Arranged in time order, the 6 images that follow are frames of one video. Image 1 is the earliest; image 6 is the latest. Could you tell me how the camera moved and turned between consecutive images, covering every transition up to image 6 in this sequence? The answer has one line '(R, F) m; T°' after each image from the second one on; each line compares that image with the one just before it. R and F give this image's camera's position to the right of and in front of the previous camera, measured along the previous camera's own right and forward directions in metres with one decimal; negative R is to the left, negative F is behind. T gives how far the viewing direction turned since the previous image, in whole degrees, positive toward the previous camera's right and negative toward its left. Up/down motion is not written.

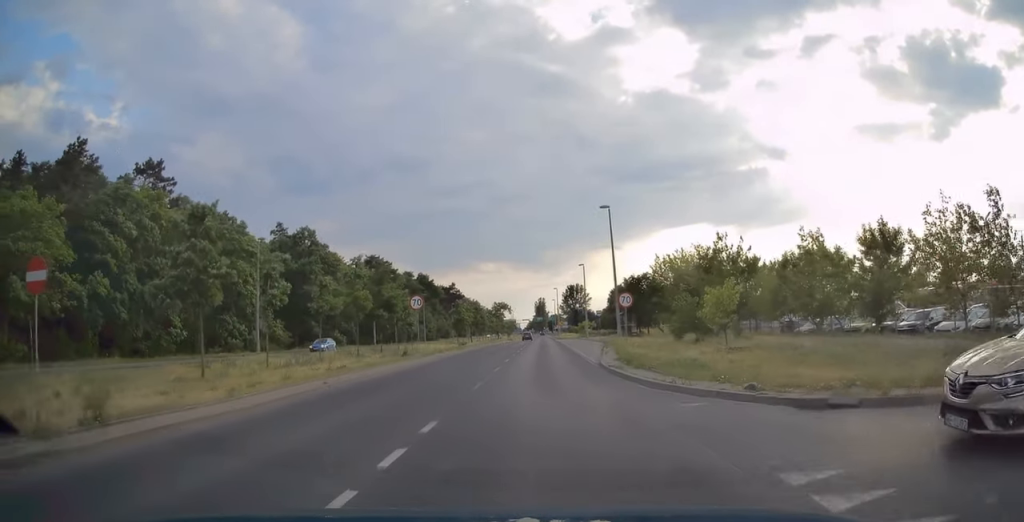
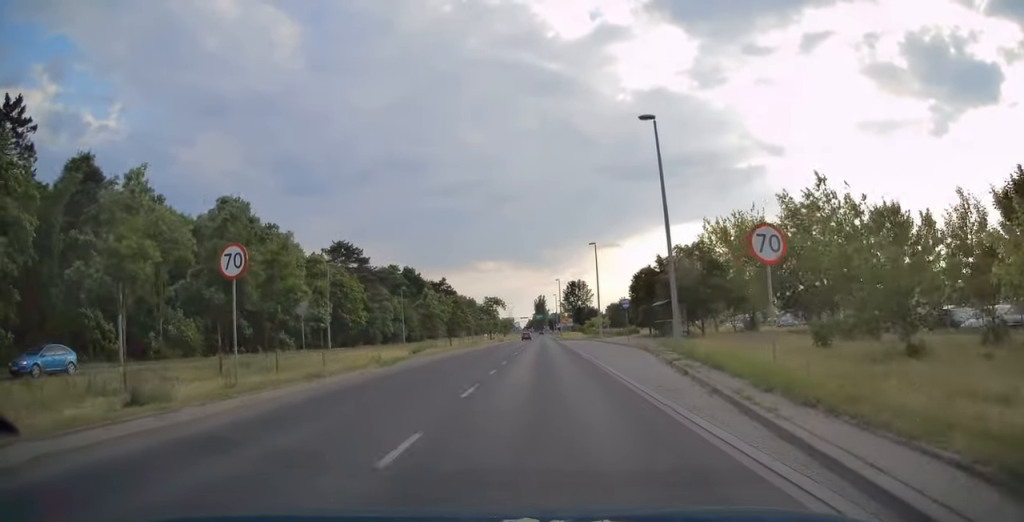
(+0.3, +19.8) m; 0°
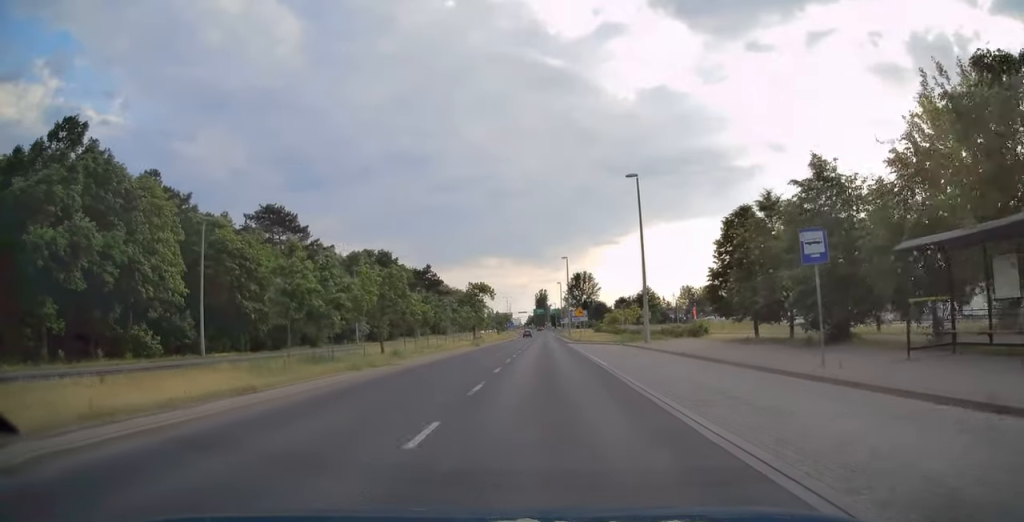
(+0.1, +28.5) m; 0°
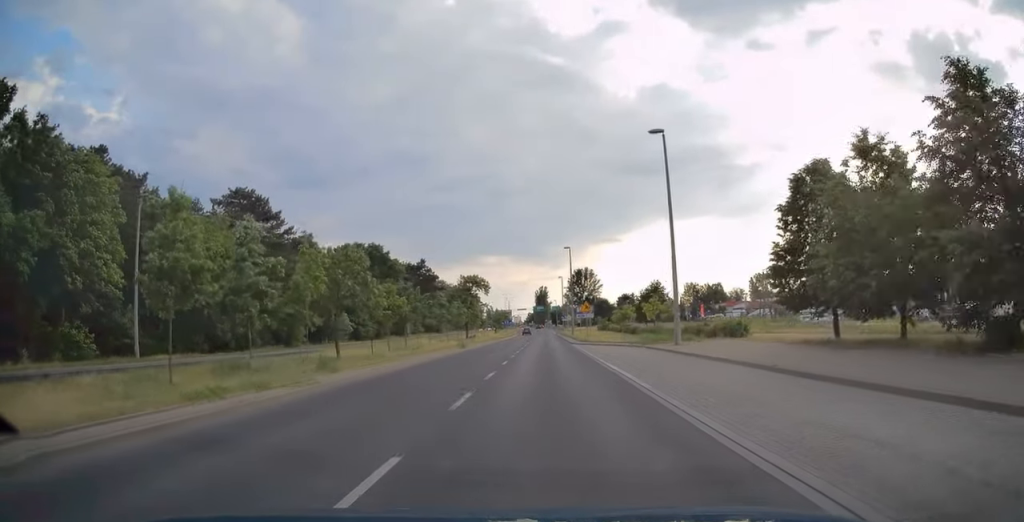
(-0.2, +8.4) m; 0°
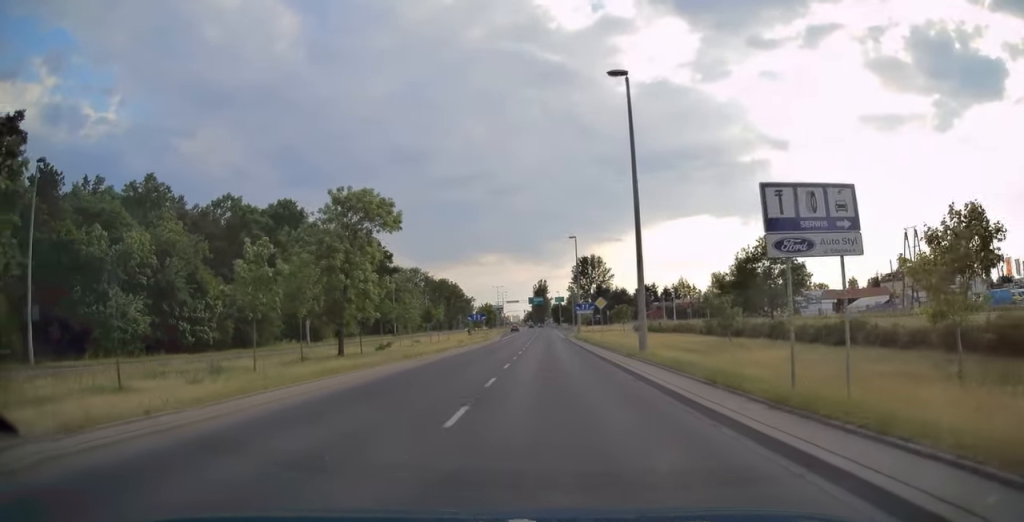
(+0.3, +48.7) m; 0°
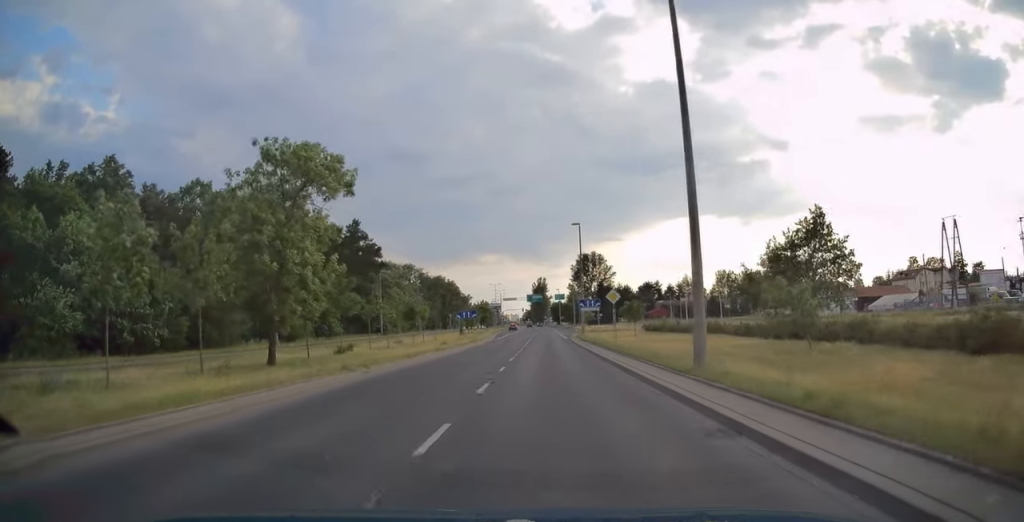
(-0.1, +7.8) m; 0°
